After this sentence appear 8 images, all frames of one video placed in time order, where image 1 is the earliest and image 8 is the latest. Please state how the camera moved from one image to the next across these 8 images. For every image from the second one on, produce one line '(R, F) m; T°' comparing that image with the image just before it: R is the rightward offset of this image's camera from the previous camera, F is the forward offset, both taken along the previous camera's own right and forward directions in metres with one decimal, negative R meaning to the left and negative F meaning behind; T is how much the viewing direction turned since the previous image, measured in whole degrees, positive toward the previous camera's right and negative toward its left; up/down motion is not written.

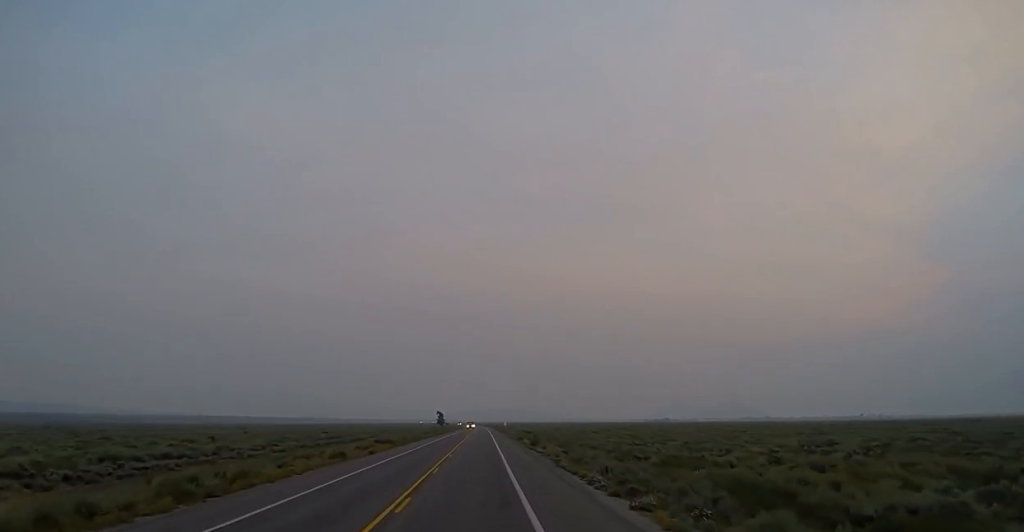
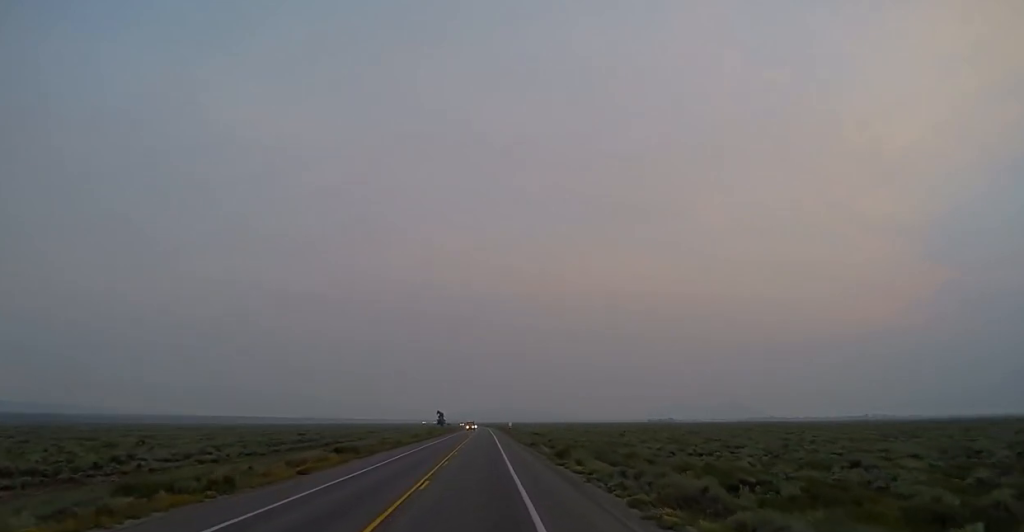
(0.0, +18.0) m; 0°
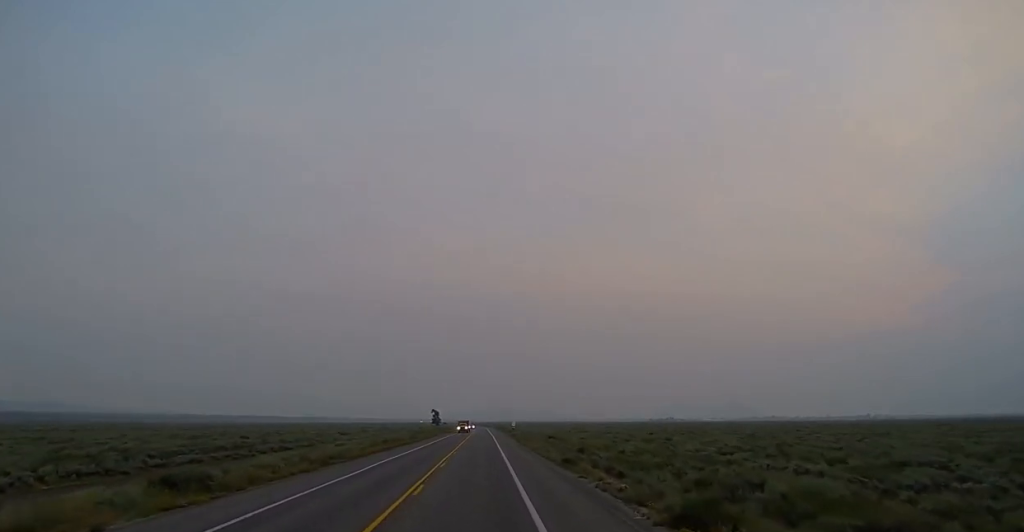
(0.0, +25.6) m; 0°
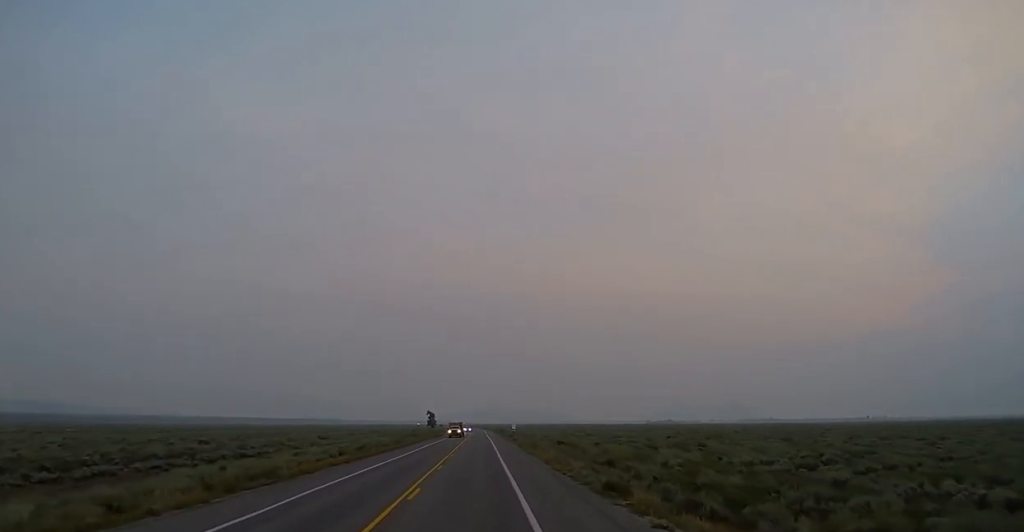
(0.0, +12.4) m; 0°
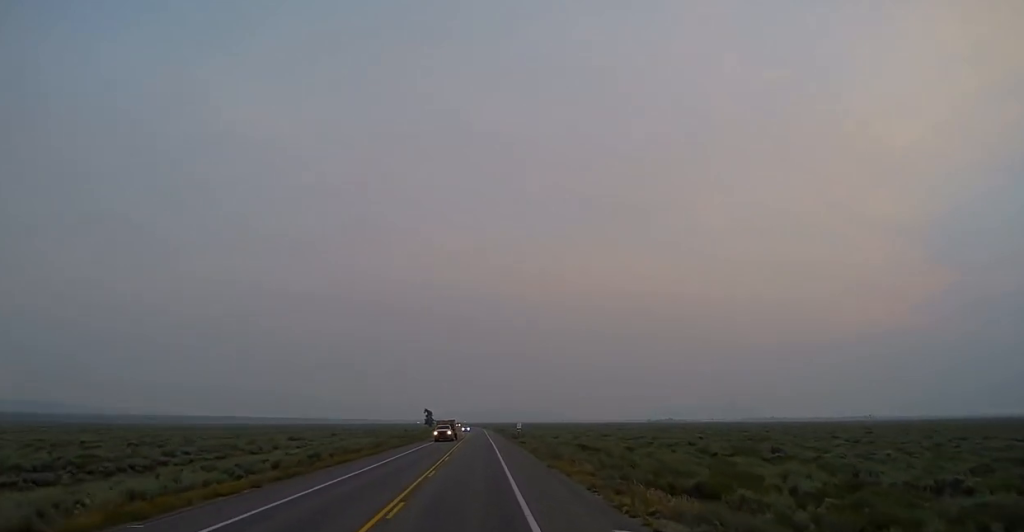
(0.0, +17.0) m; 0°
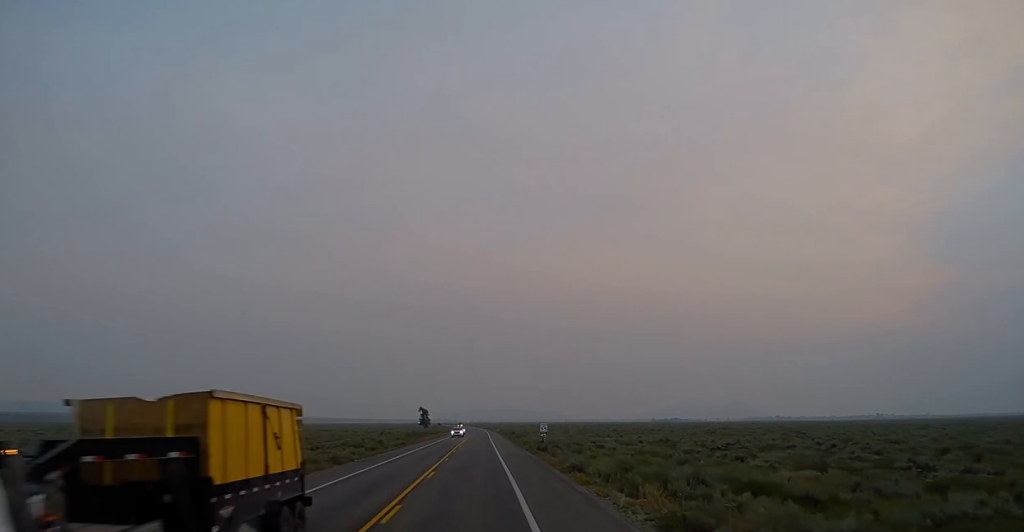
(+0.1, +37.2) m; 0°
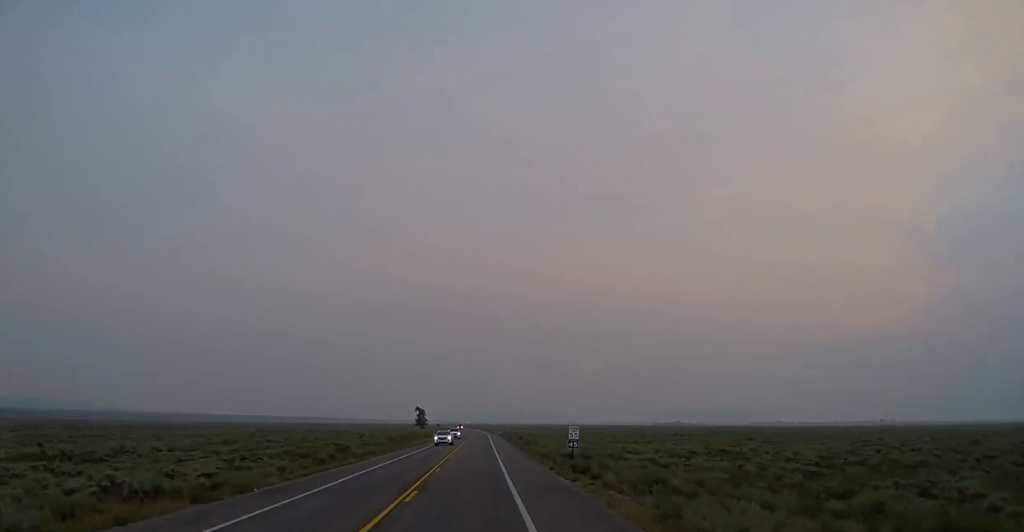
(0.0, +18.9) m; 0°
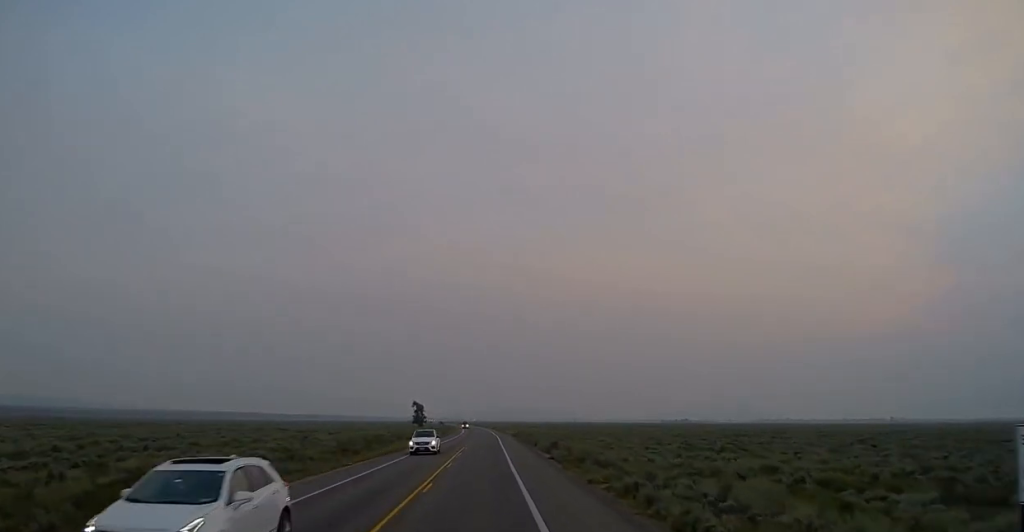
(-0.2, +33.3) m; -1°
